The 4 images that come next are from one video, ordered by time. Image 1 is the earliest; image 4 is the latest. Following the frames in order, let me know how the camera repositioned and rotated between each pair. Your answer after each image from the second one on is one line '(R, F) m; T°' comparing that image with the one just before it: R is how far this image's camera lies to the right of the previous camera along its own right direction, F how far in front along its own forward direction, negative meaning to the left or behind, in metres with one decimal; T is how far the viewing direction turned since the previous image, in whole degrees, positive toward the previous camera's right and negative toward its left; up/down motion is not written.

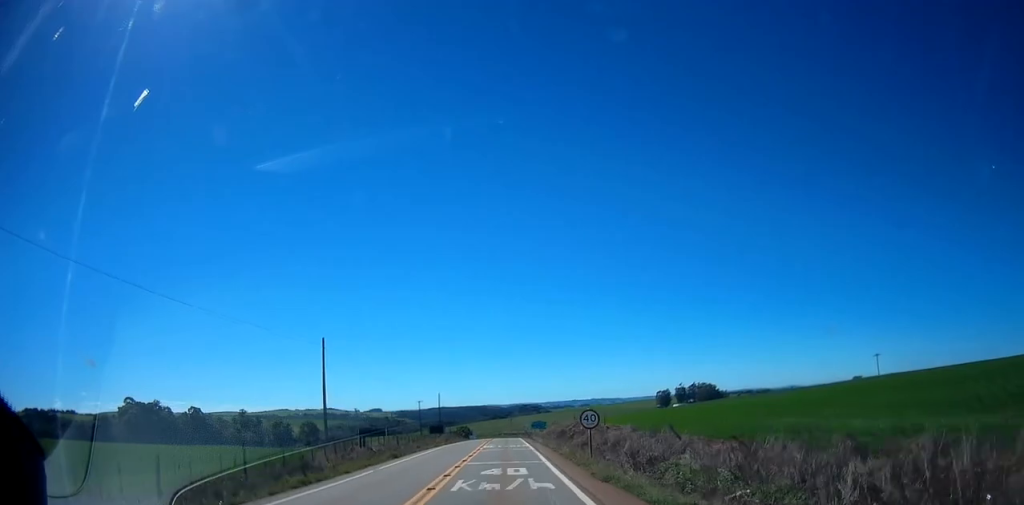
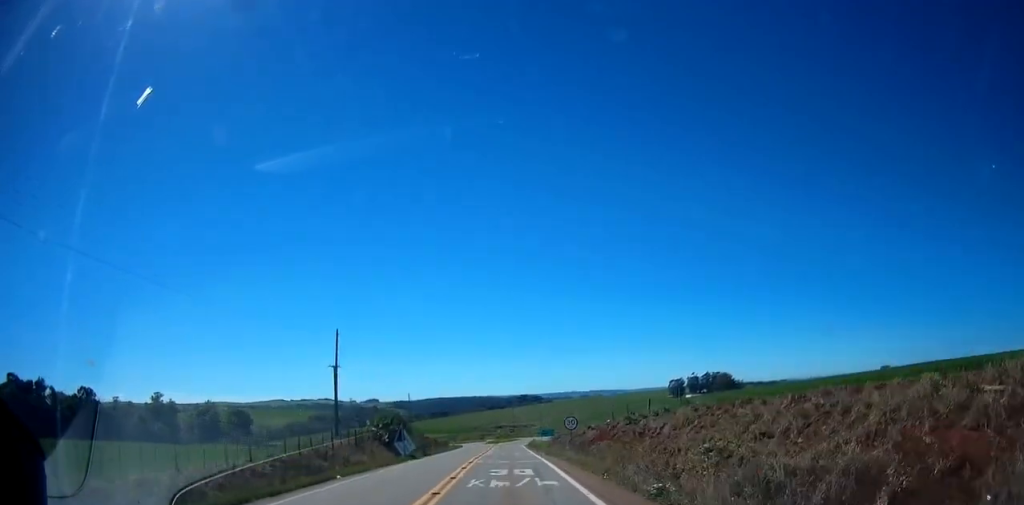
(+0.8, +85.0) m; +1°
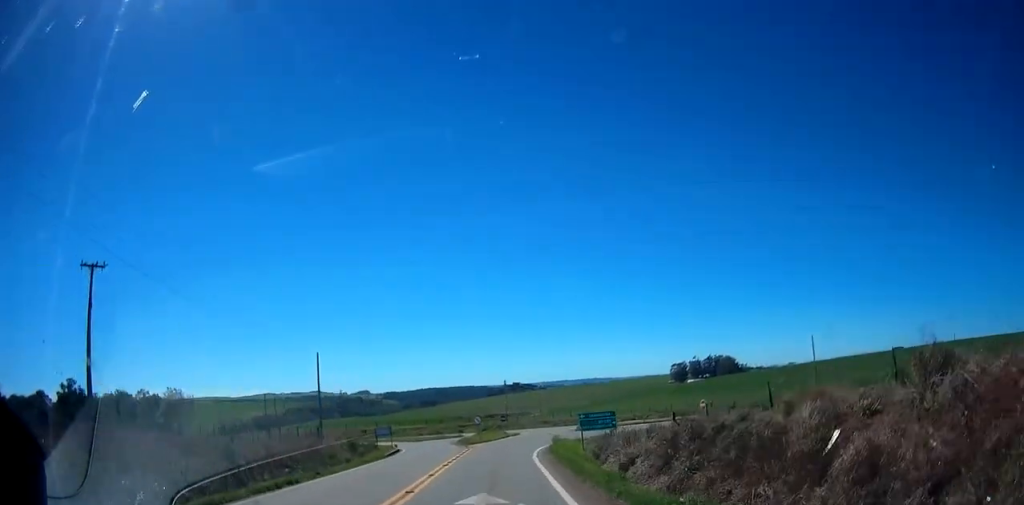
(+0.4, +55.9) m; 0°
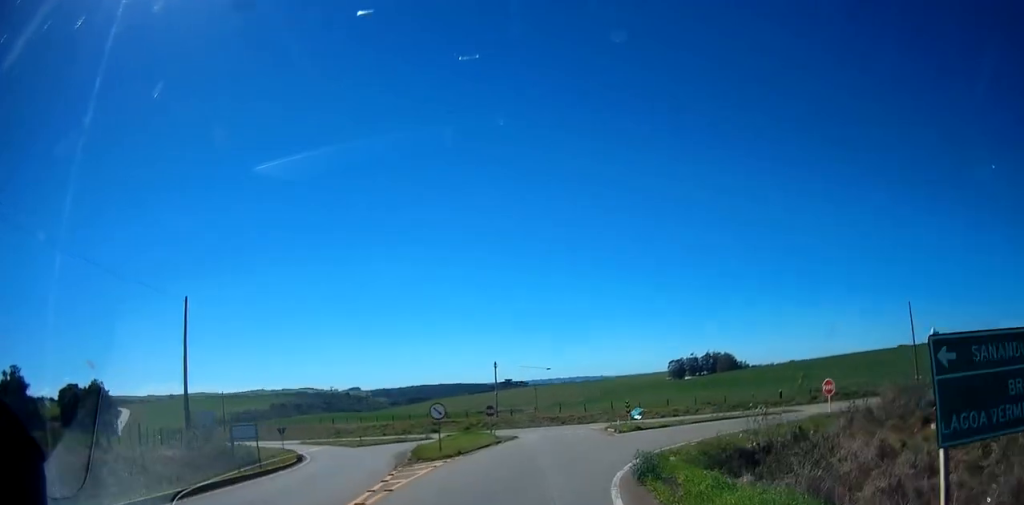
(-0.2, +30.9) m; +1°
